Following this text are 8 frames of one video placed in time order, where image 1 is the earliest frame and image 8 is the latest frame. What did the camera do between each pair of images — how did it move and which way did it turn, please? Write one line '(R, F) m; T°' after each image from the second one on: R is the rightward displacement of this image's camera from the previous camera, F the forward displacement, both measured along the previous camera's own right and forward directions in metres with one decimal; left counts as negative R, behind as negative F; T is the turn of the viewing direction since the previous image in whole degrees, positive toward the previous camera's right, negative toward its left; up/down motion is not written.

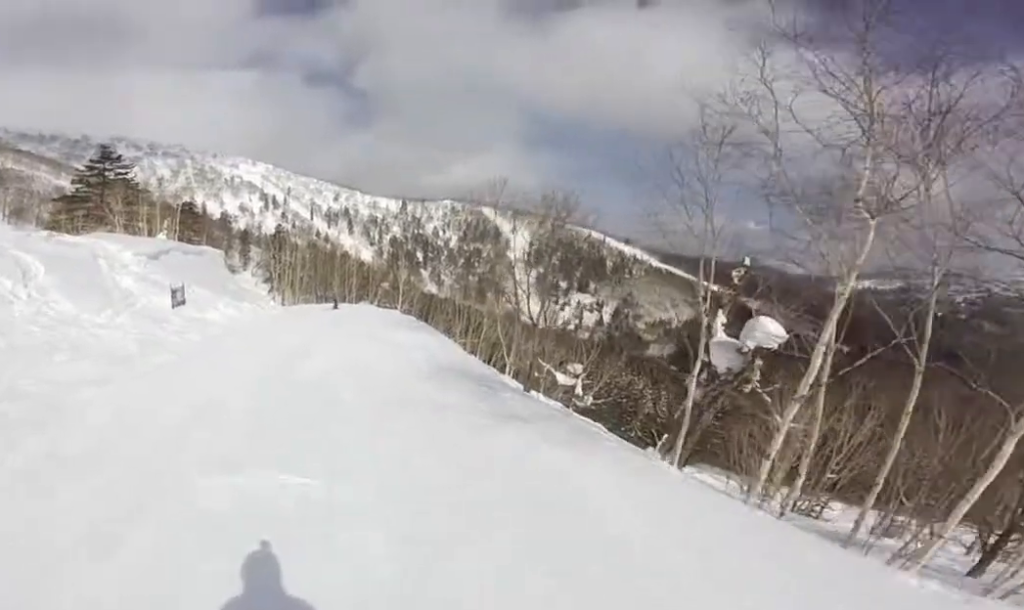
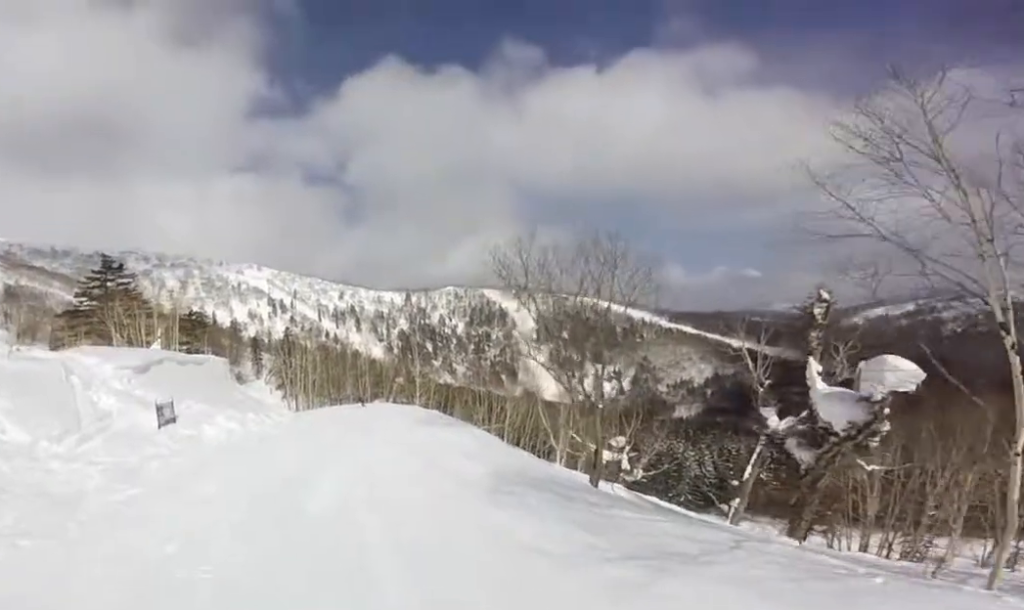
(0.0, +2.0) m; 0°
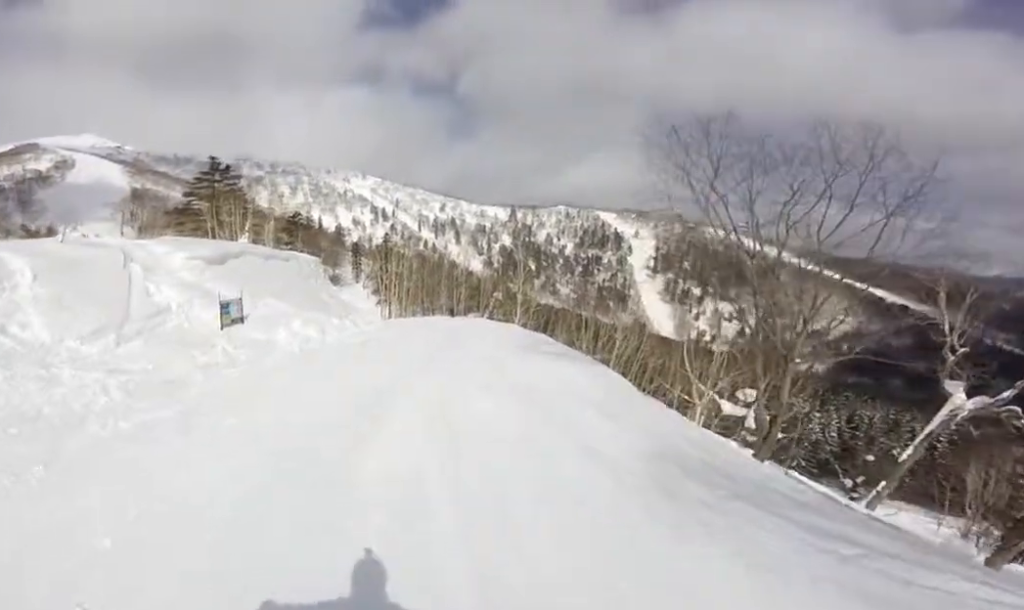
(0.0, +2.2) m; +1°
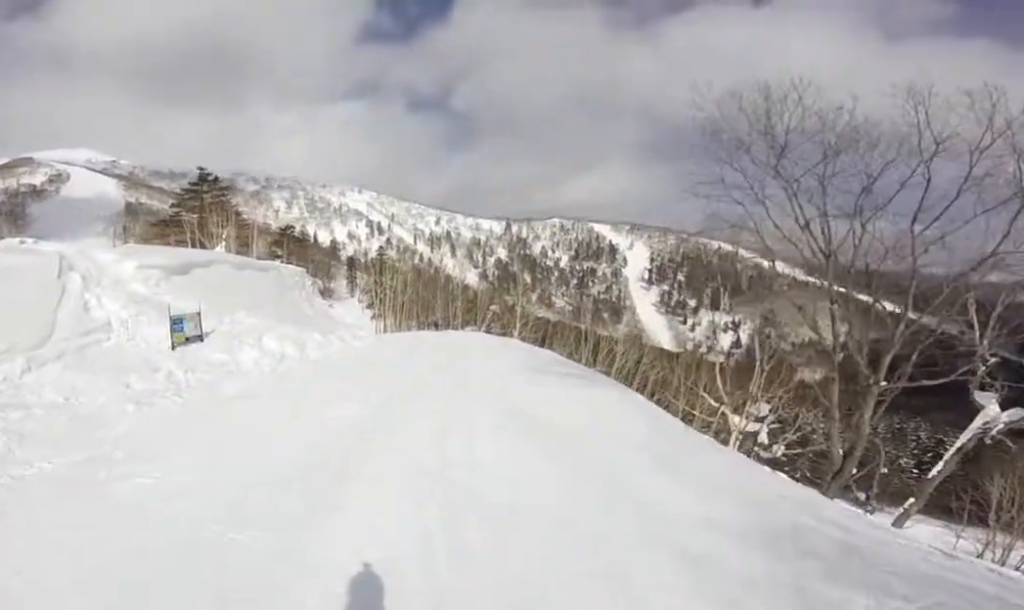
(0.0, +1.5) m; +6°
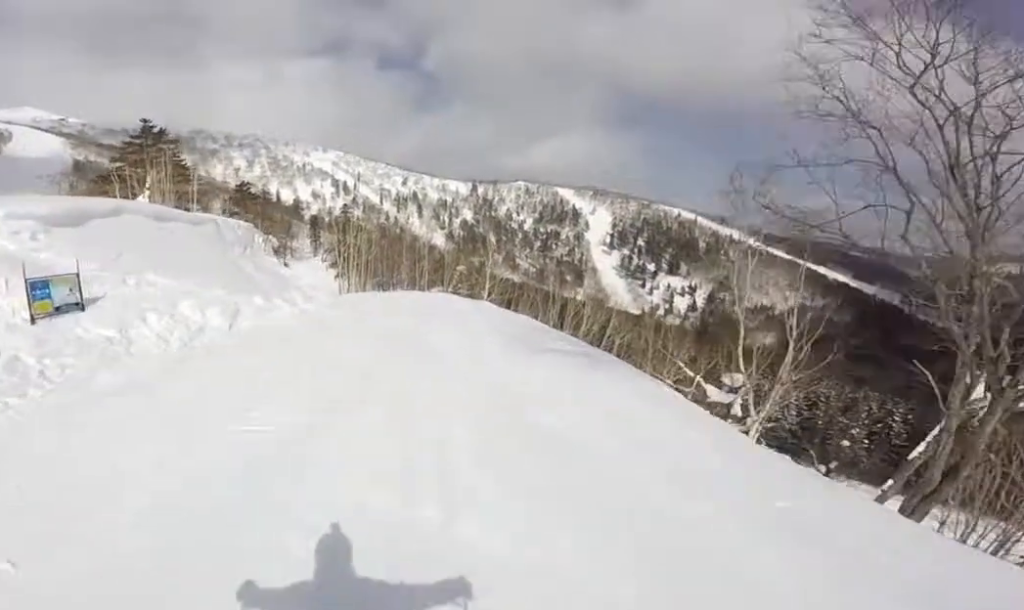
(-0.2, +2.1) m; +12°
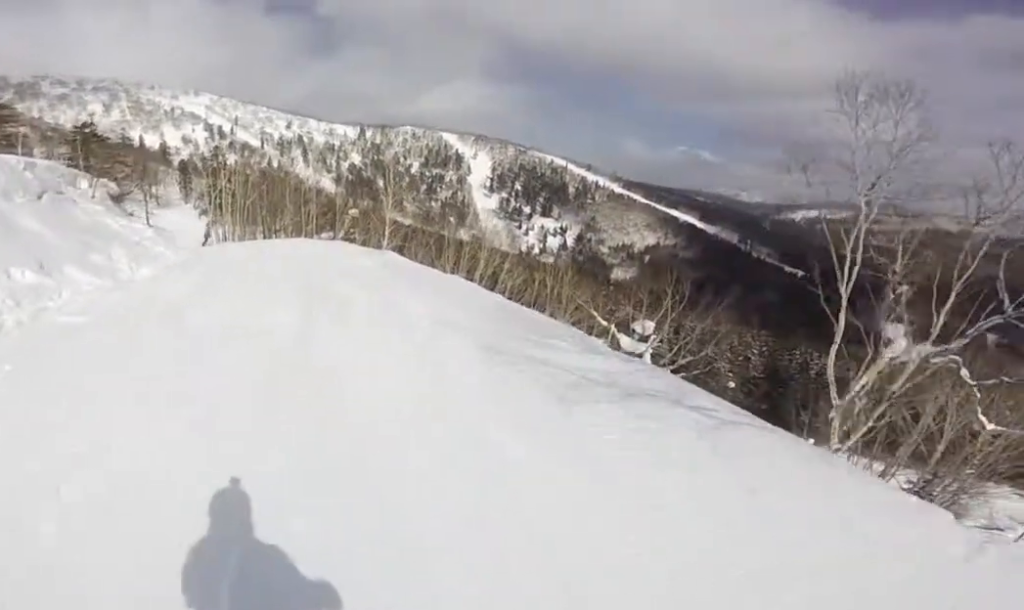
(+0.8, +4.2) m; -4°
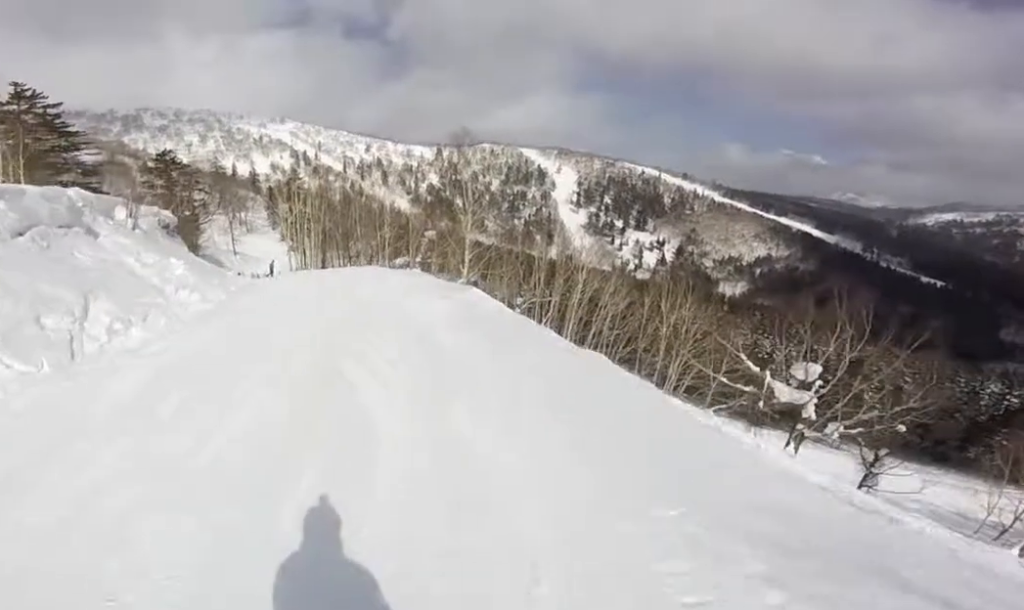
(-1.2, +4.6) m; -15°
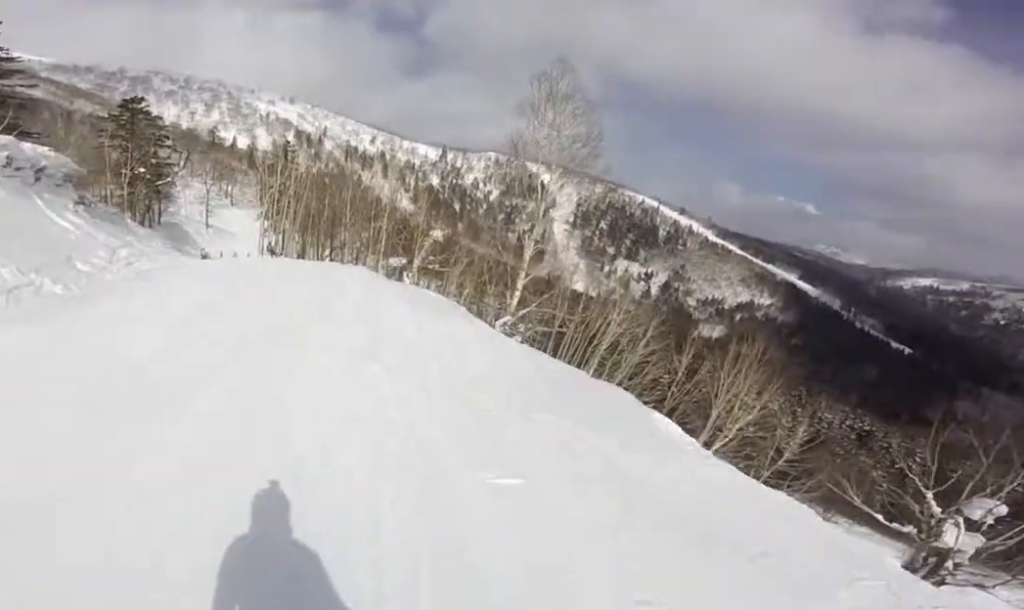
(0.0, +10.5) m; 0°
